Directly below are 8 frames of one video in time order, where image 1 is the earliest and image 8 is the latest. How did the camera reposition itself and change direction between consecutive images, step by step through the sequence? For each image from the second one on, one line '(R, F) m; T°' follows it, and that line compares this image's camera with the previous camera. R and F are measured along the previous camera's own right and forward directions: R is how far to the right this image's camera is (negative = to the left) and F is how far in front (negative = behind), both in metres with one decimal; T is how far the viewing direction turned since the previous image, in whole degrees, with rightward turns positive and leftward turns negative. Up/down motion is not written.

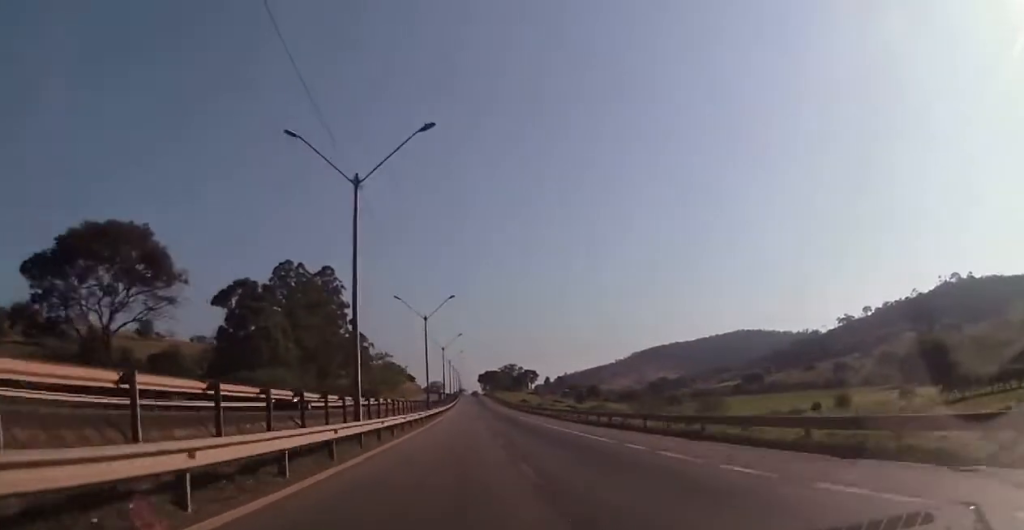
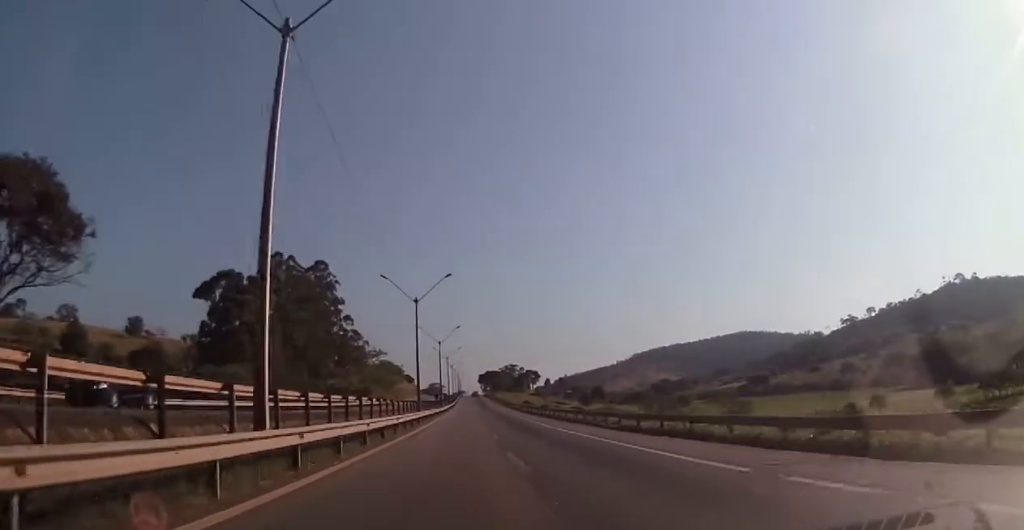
(0.0, +10.8) m; 0°
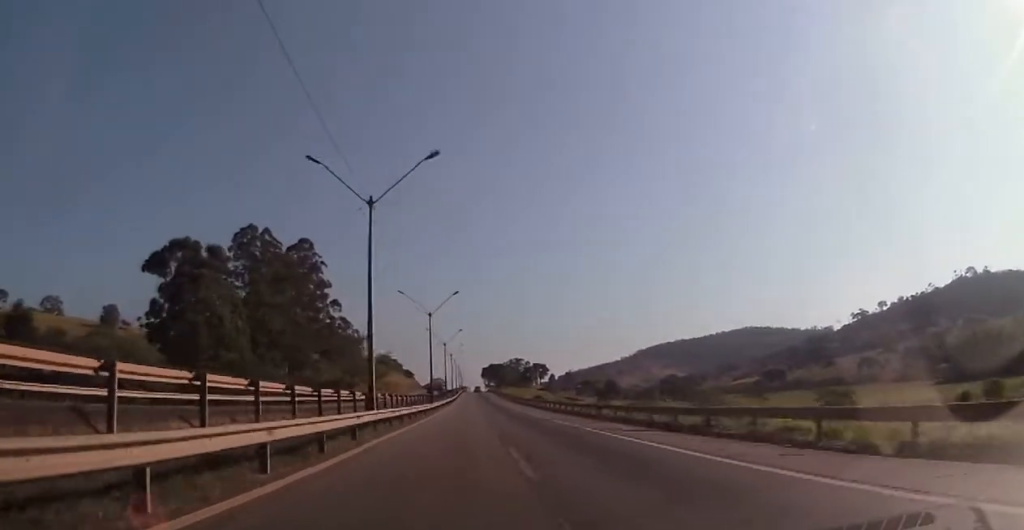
(-0.1, +25.4) m; 0°
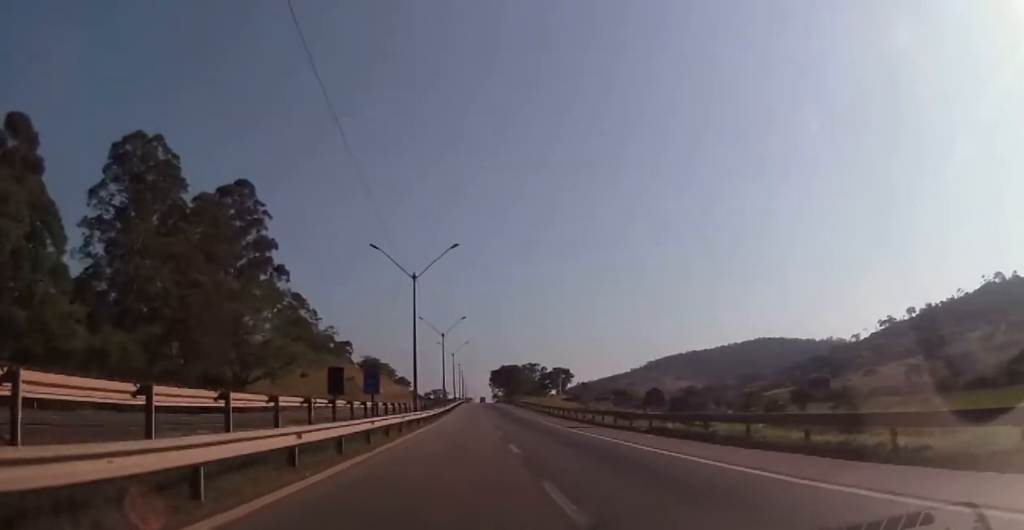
(-0.1, +63.1) m; 0°
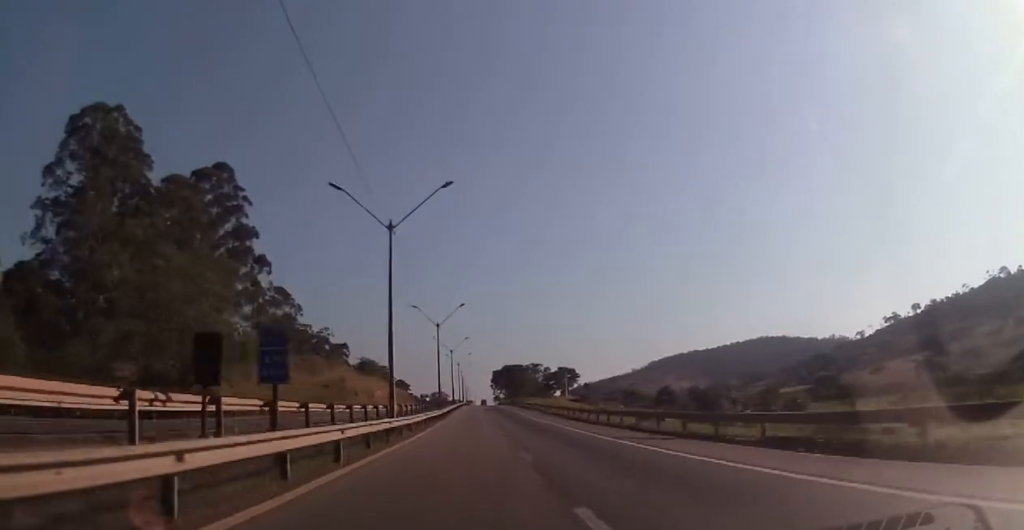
(+0.1, +12.9) m; 0°
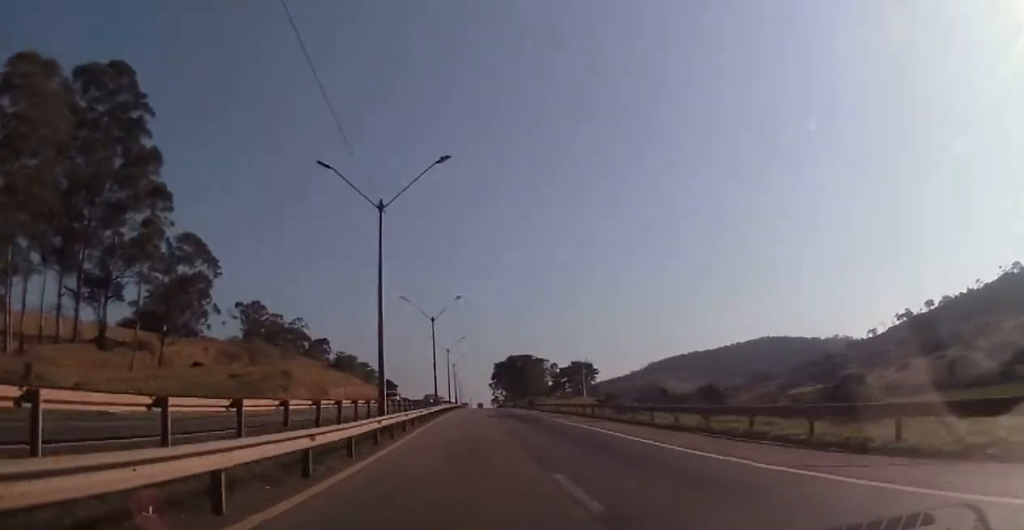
(-0.4, +42.7) m; 0°
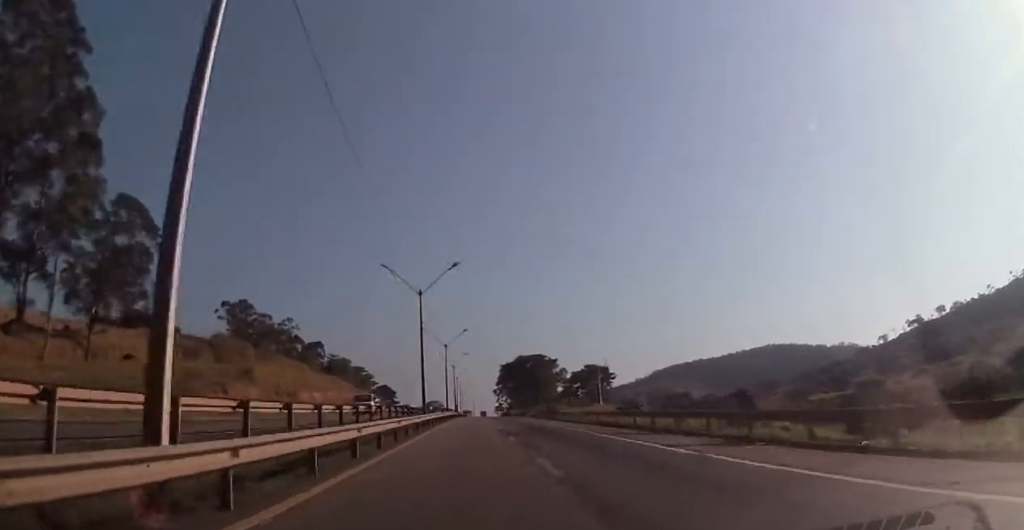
(+0.3, +19.7) m; +1°
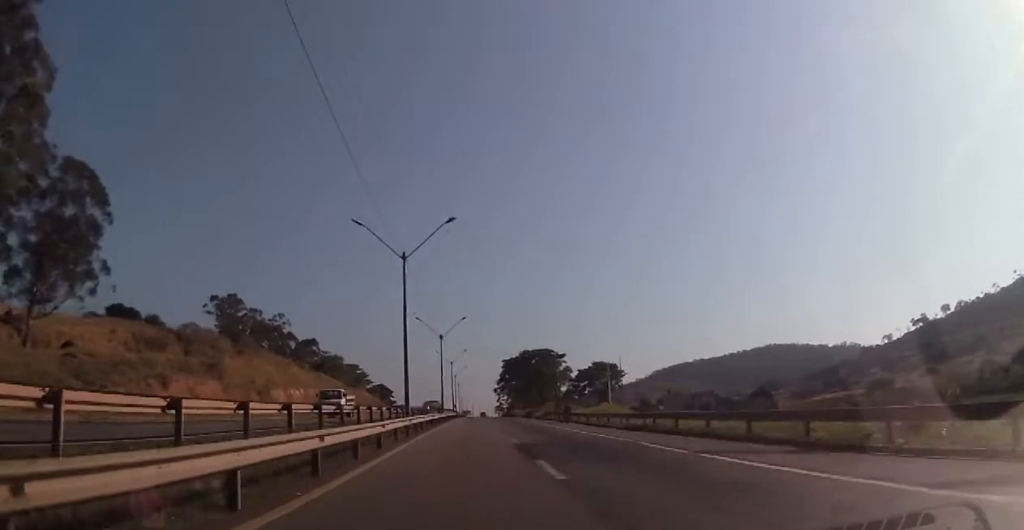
(0.0, +11.8) m; 0°
